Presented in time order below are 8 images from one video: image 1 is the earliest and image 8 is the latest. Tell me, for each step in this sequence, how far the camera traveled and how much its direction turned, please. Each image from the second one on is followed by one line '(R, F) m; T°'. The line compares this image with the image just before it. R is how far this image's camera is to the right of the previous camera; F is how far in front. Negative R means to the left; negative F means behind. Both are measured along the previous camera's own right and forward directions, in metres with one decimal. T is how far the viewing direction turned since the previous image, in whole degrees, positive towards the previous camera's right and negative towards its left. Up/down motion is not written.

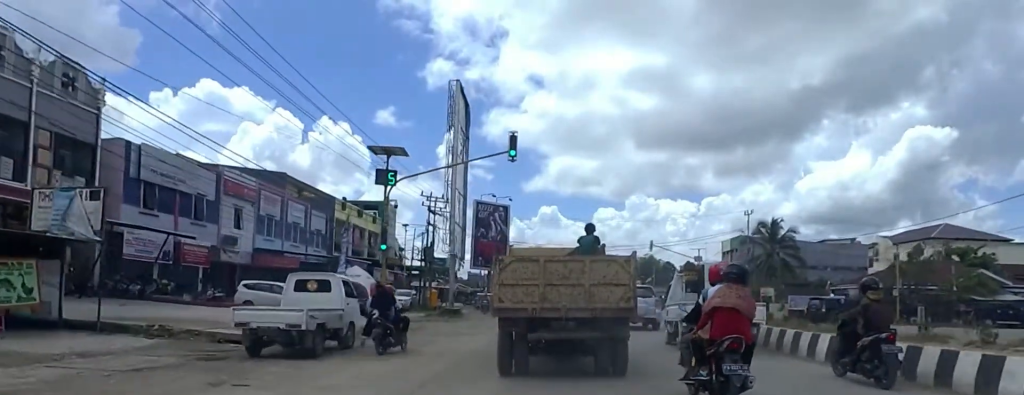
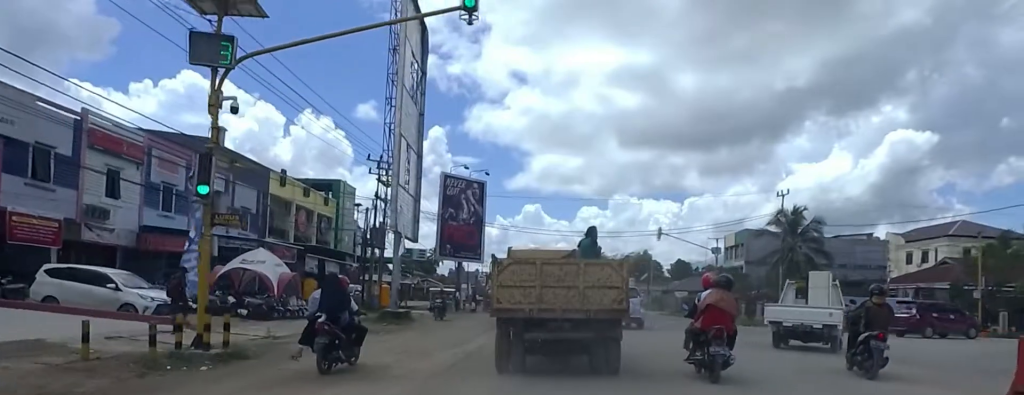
(+1.9, +11.4) m; -1°
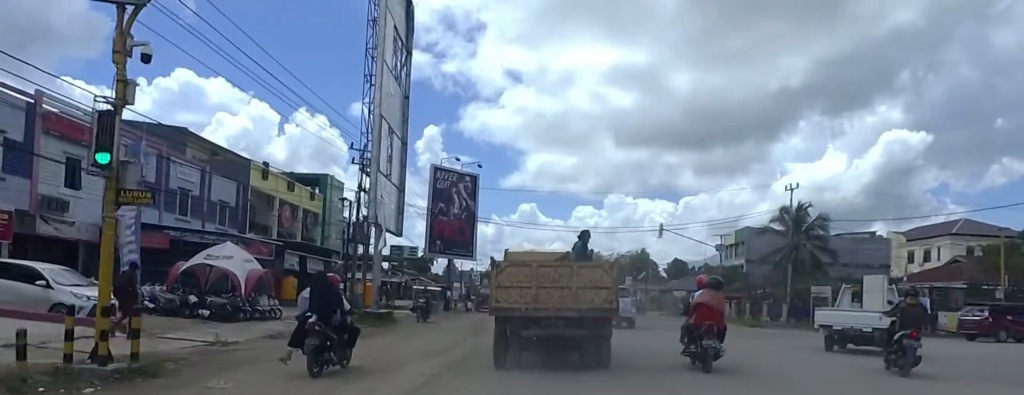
(-0.1, +2.7) m; -1°
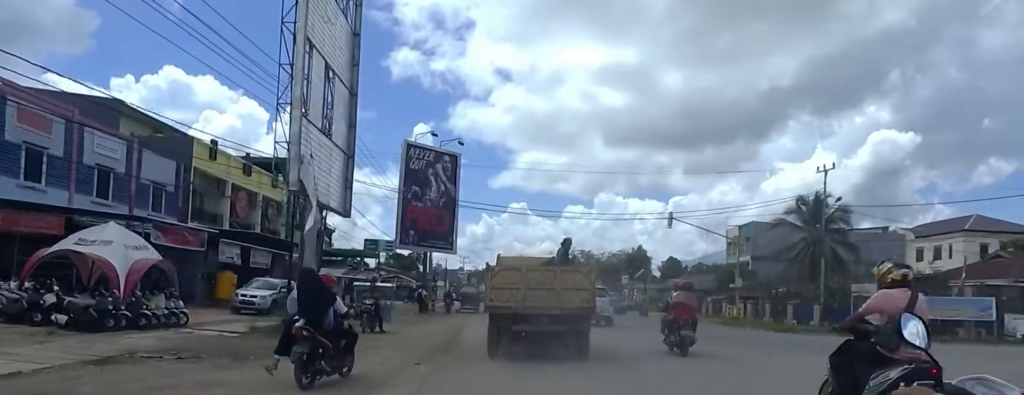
(0.0, +7.0) m; 0°
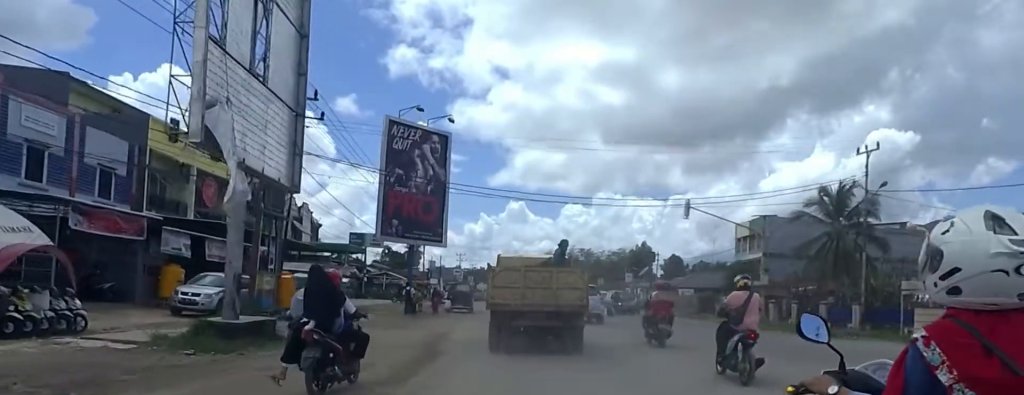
(0.0, +4.7) m; 0°
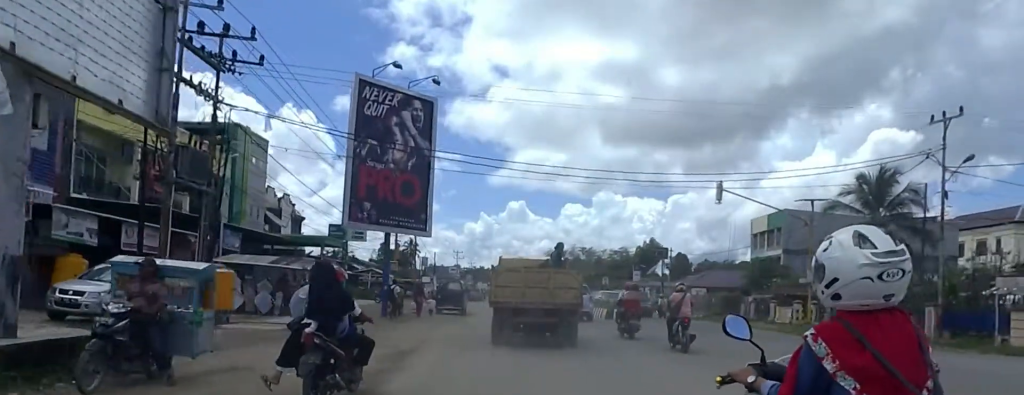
(0.0, +5.8) m; 0°
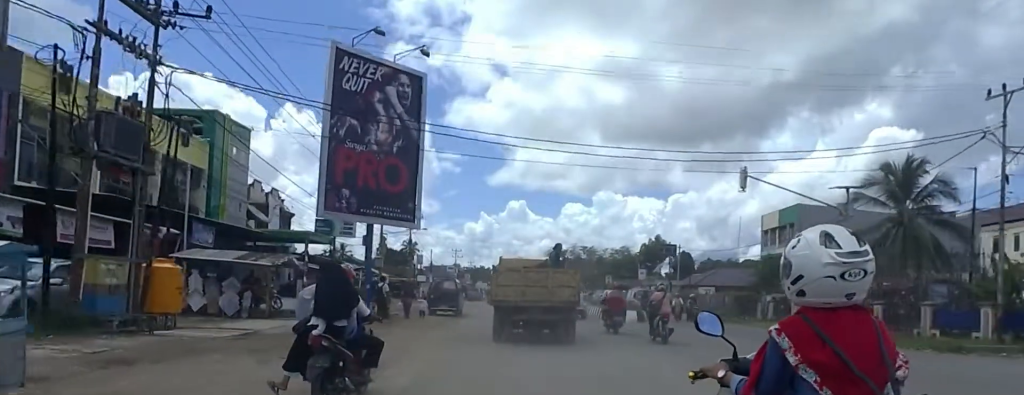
(0.0, +3.0) m; 0°
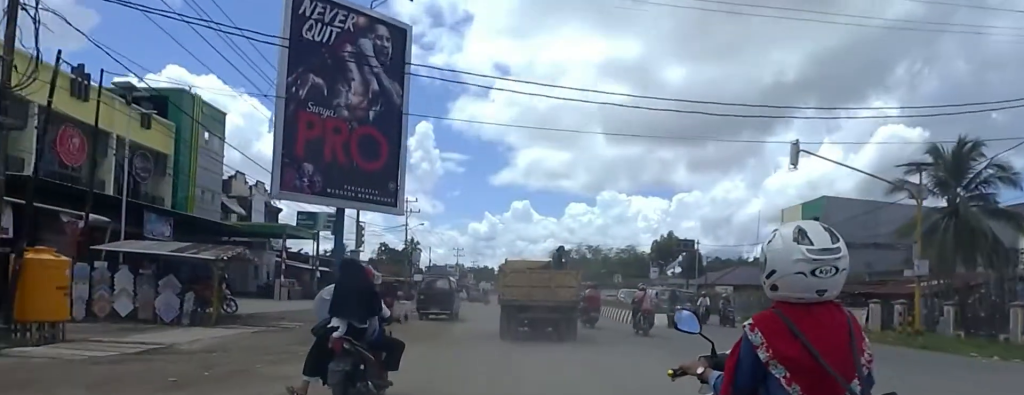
(0.0, +4.5) m; 0°
